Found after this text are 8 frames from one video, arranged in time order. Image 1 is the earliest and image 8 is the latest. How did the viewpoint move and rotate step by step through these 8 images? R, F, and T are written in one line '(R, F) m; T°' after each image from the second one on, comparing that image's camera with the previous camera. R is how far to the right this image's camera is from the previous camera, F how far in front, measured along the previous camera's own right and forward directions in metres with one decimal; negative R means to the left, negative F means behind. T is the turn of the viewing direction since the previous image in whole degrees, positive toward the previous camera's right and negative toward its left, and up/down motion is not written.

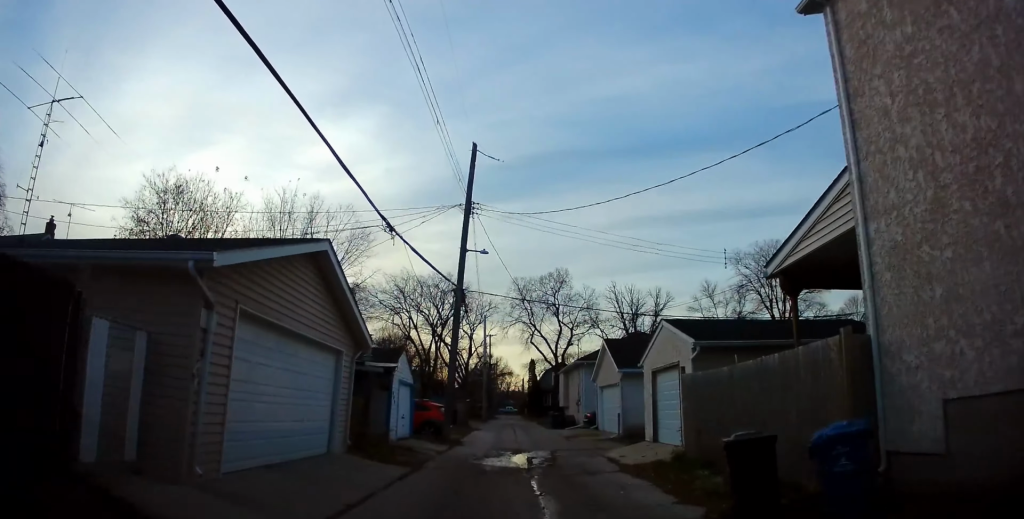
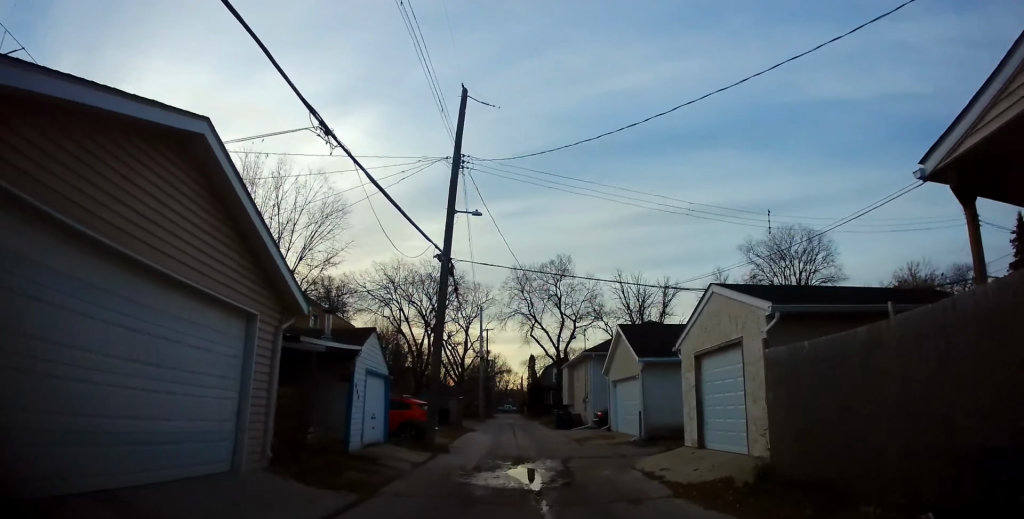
(+0.1, +4.1) m; +1°
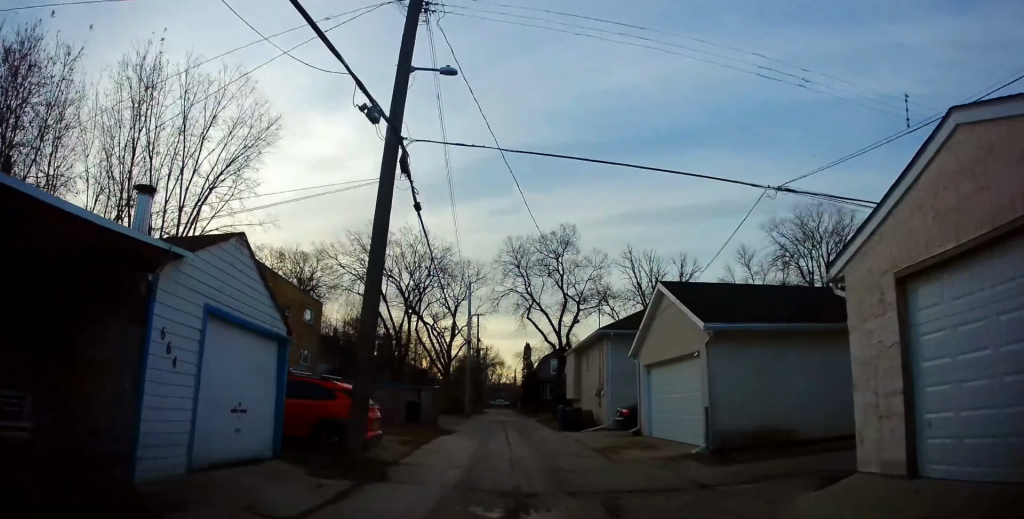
(-0.1, +7.5) m; -1°
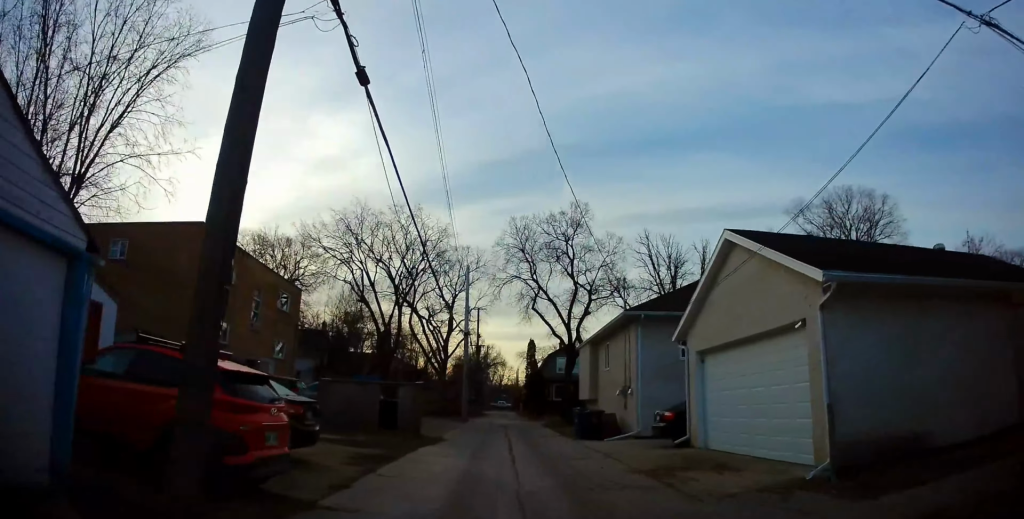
(-0.1, +5.1) m; -2°
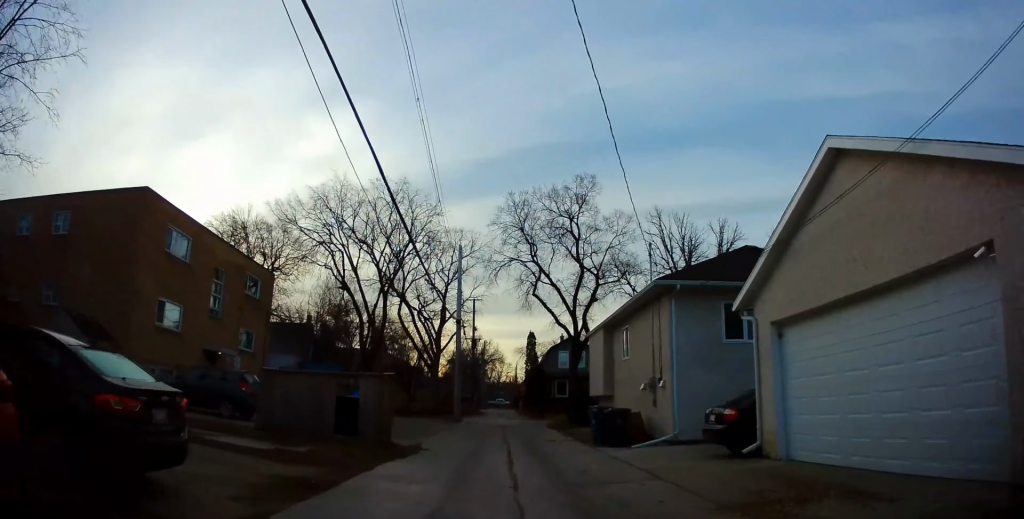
(-0.1, +4.2) m; 0°
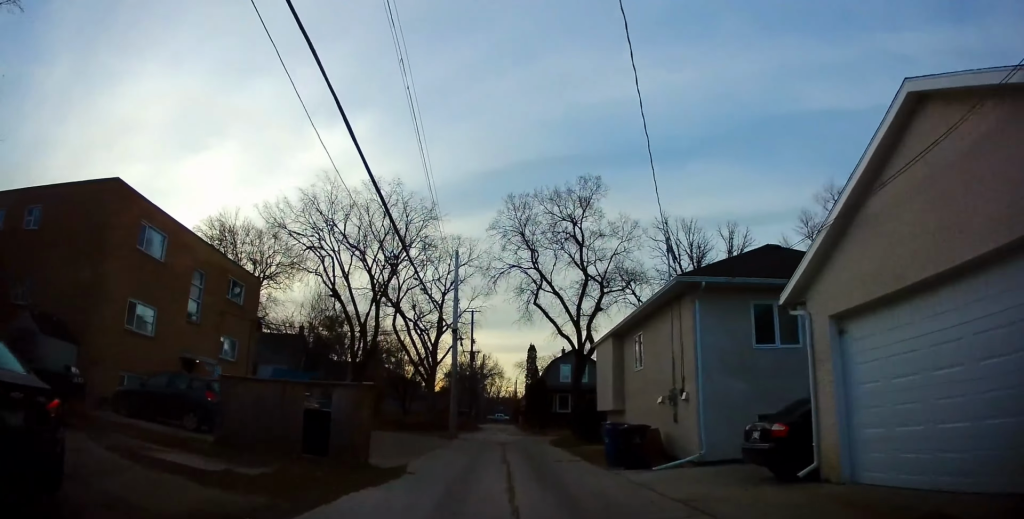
(+0.1, +2.1) m; +1°
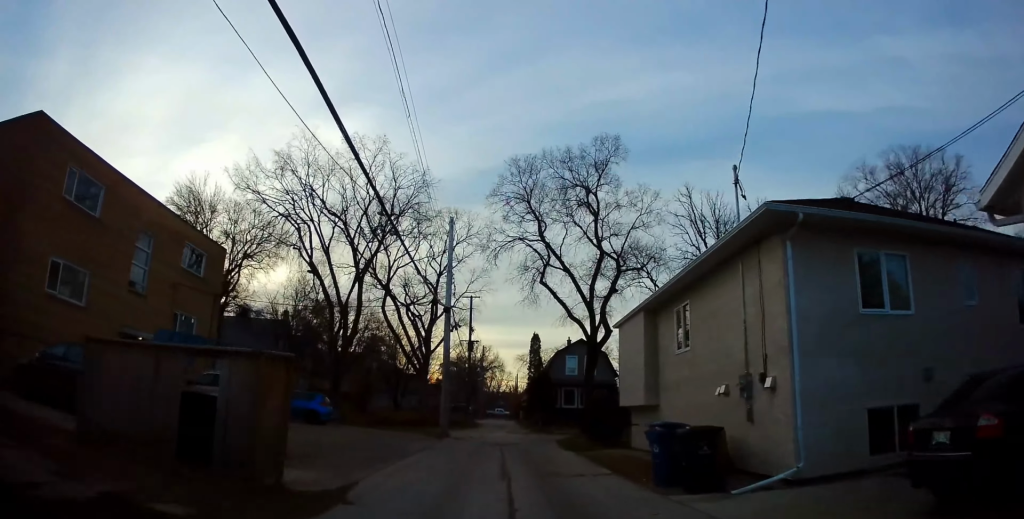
(+0.1, +4.6) m; +1°
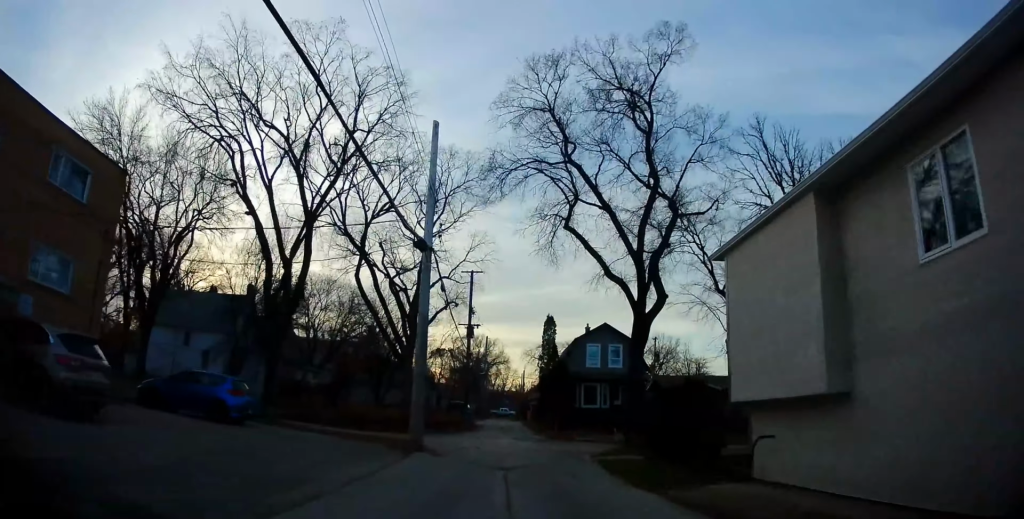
(0.0, +9.3) m; +1°
